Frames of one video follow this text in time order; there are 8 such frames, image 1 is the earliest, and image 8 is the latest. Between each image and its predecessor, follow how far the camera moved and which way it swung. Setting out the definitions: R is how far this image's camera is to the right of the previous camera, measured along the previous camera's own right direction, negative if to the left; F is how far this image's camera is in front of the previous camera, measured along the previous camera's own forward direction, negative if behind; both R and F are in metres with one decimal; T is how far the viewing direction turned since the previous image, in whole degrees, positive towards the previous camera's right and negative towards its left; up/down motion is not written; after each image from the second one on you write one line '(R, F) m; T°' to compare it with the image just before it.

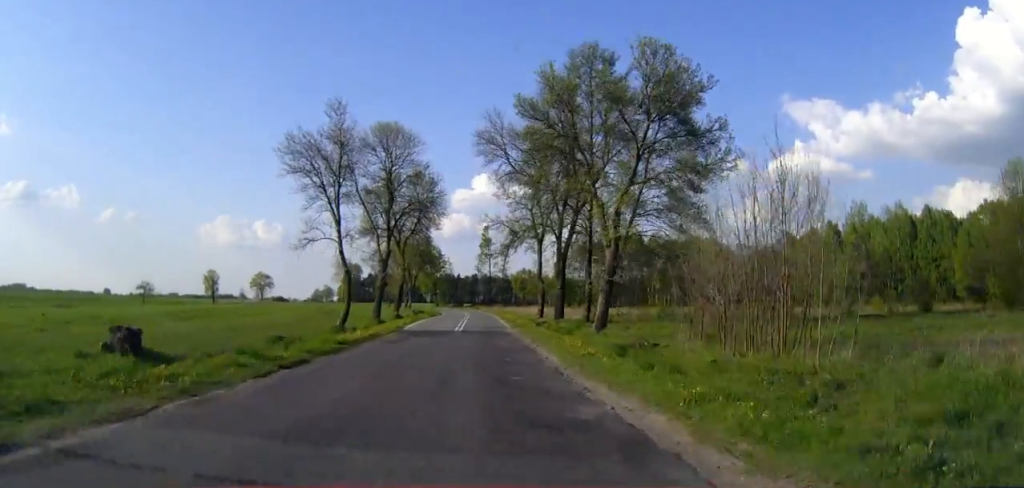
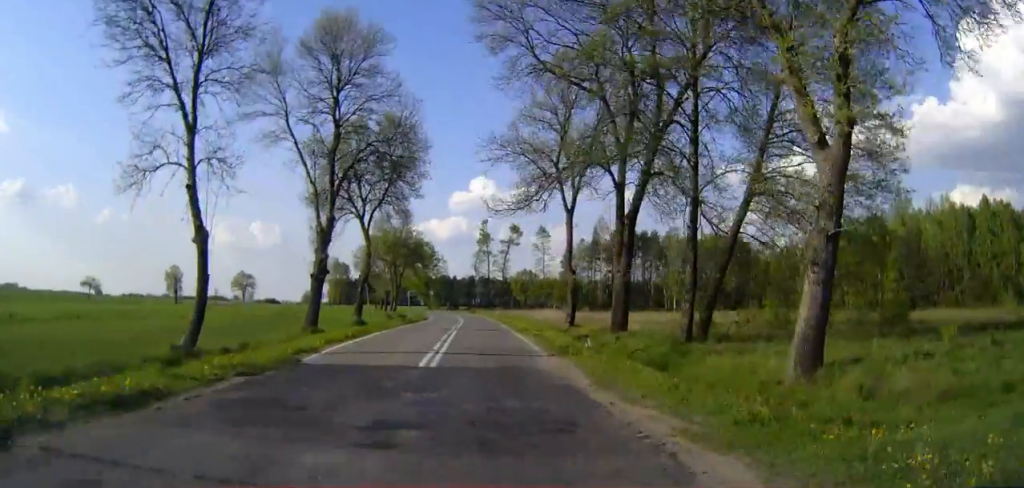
(0.0, +22.5) m; 0°
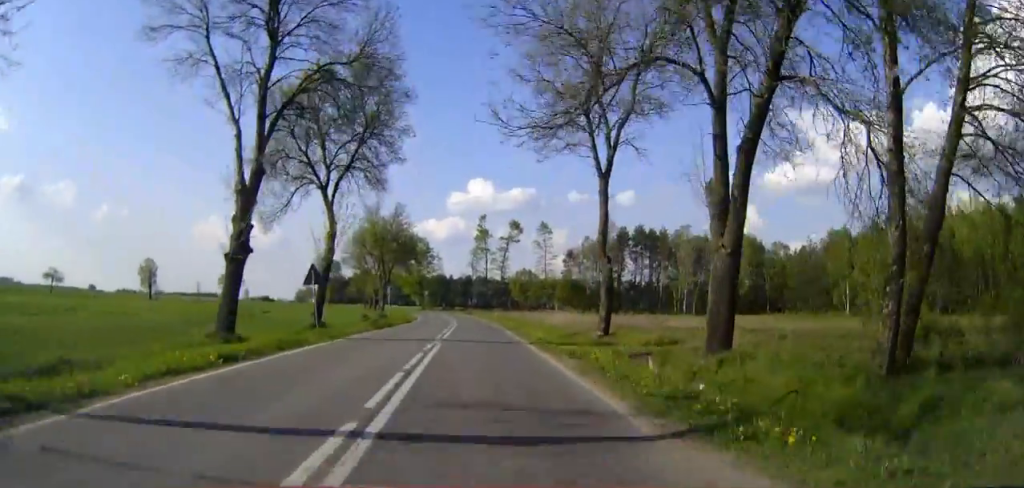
(0.0, +12.5) m; 0°
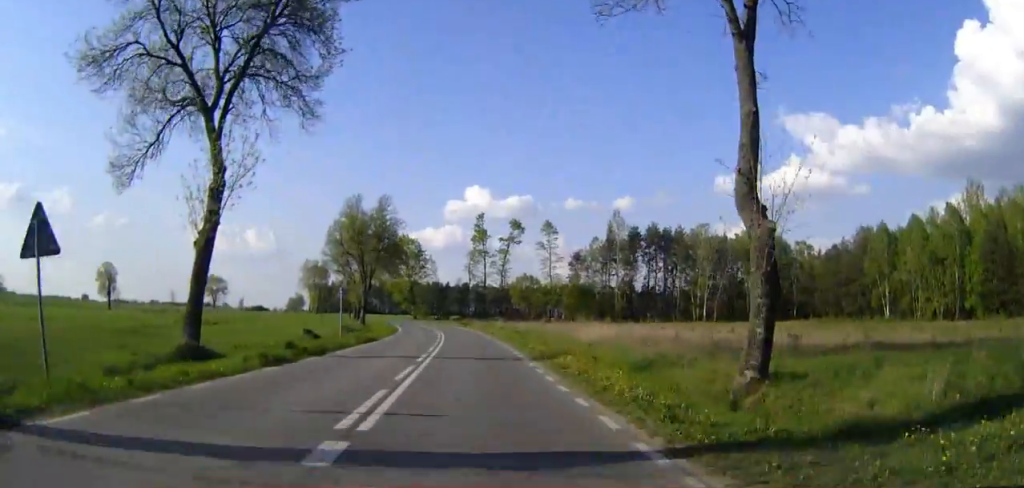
(+0.1, +17.7) m; 0°
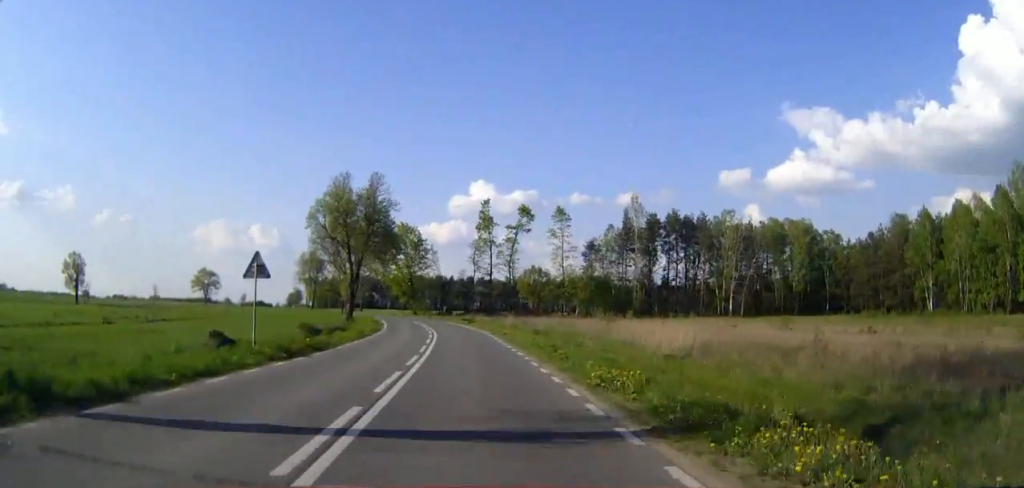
(0.0, +14.1) m; 0°
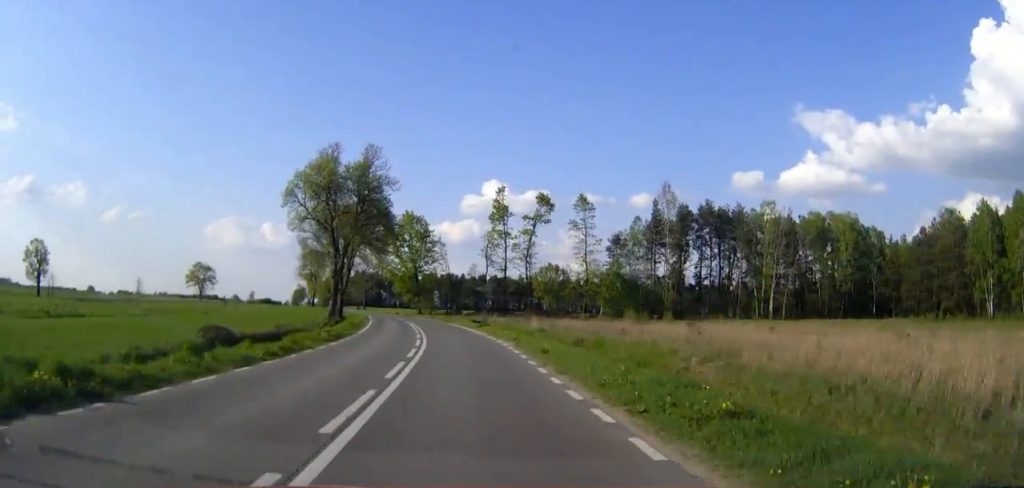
(0.0, +15.6) m; -1°
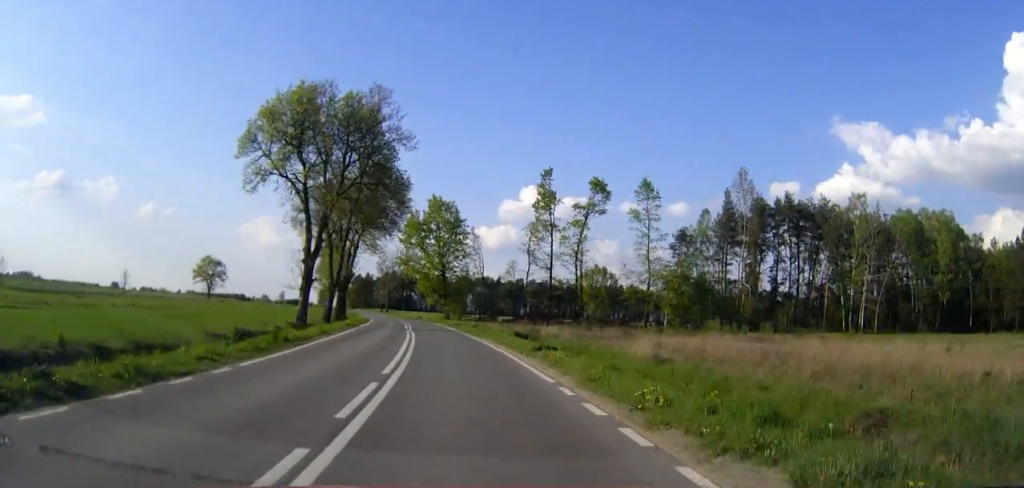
(-0.3, +22.8) m; -2°
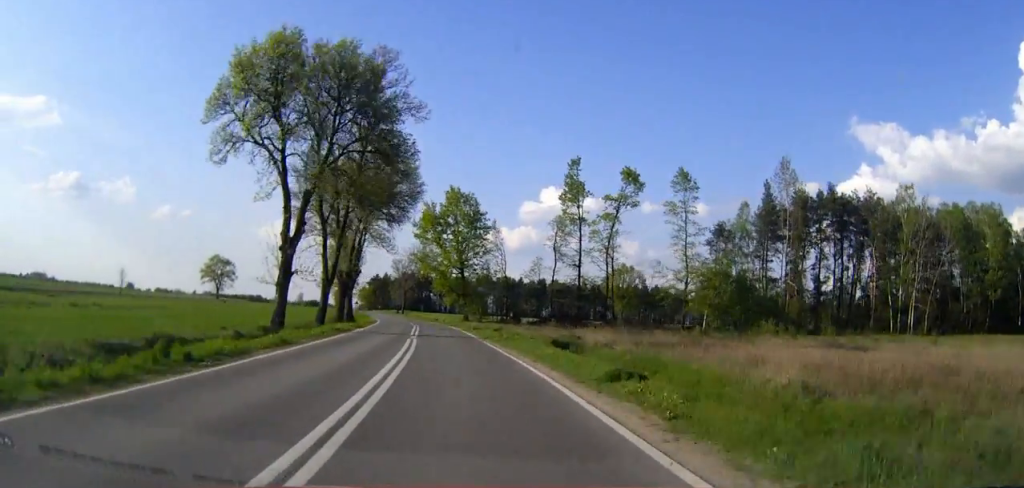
(-0.1, +9.5) m; -1°
